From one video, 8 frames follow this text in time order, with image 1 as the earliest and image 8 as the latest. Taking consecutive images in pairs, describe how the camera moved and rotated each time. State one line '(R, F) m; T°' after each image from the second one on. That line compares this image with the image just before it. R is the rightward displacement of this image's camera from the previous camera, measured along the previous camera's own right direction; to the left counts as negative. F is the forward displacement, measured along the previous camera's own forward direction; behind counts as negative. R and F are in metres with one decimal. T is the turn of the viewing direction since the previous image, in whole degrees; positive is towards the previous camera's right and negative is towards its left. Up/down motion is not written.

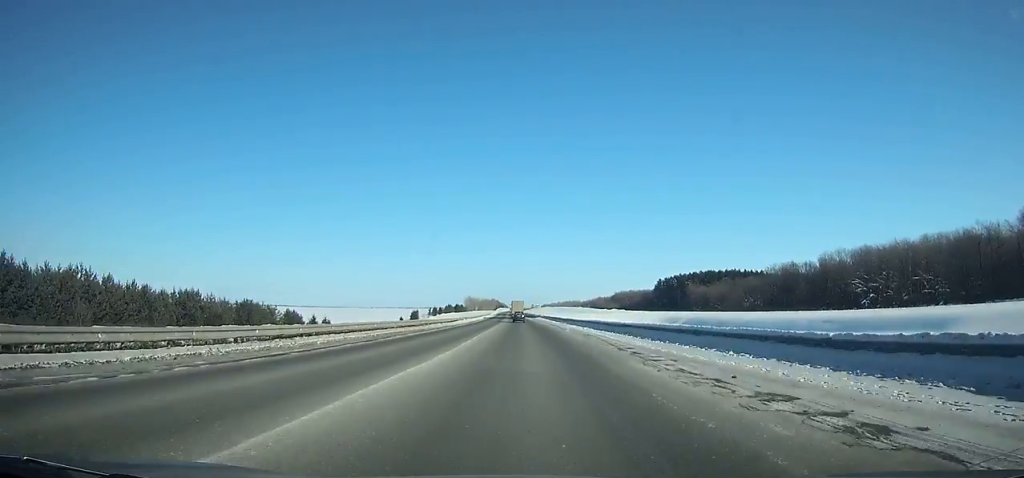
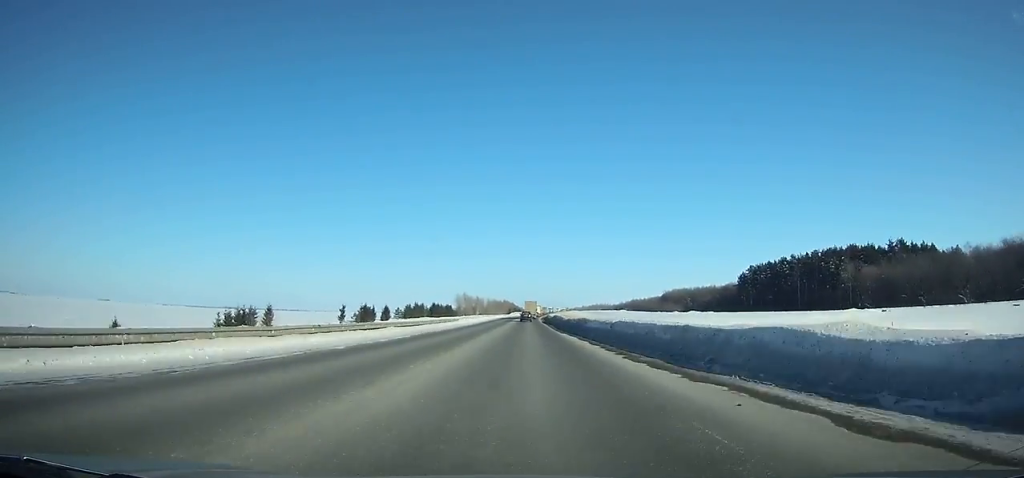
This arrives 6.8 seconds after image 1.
(-2.6, +162.2) m; -1°
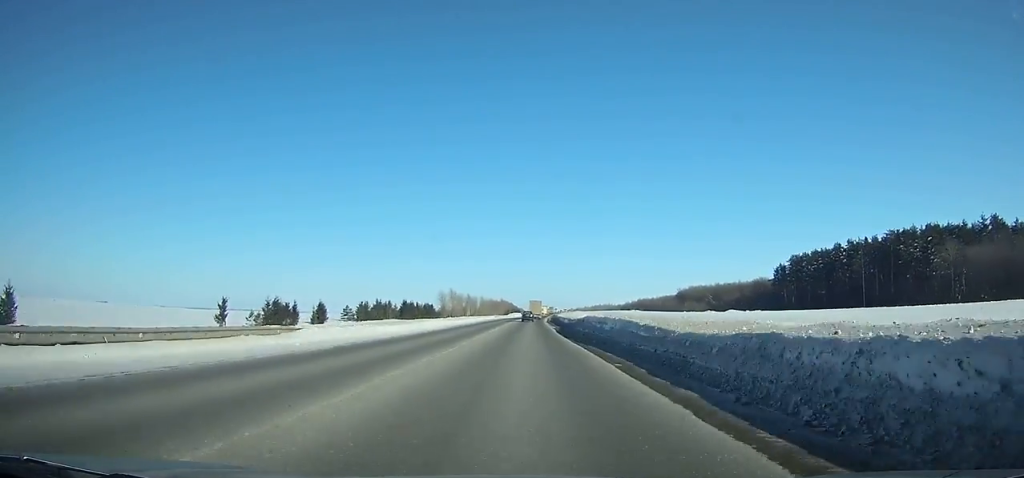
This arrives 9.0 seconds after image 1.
(-0.3, +50.9) m; 0°
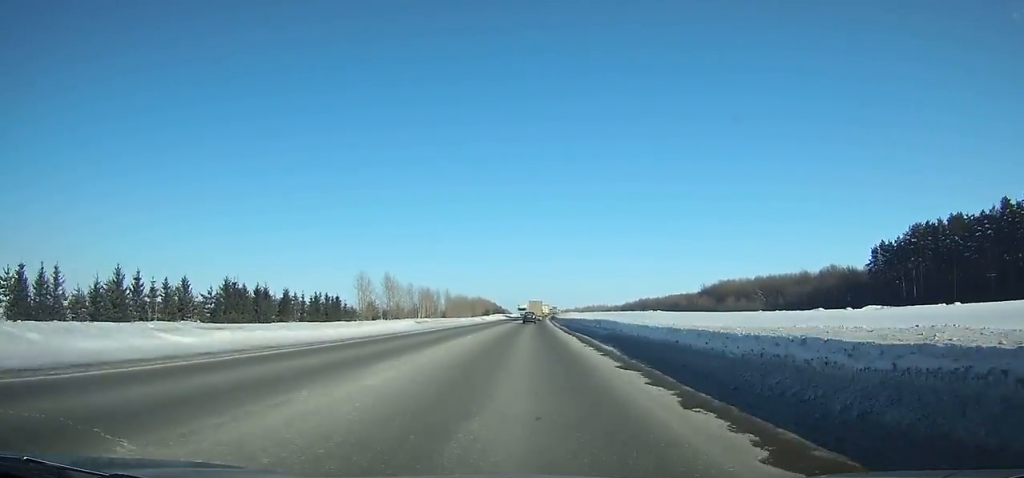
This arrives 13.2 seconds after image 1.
(+0.9, +92.6) m; +1°
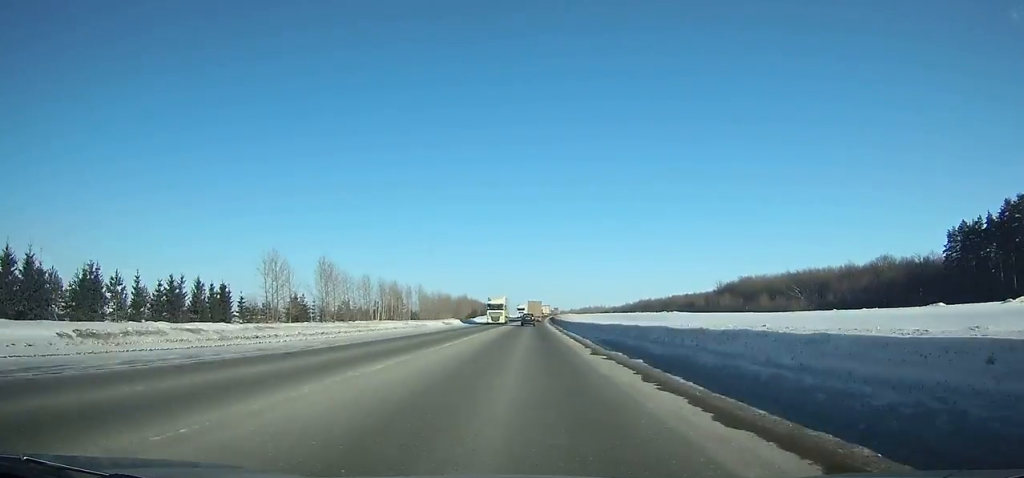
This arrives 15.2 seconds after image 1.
(+0.2, +43.1) m; 0°
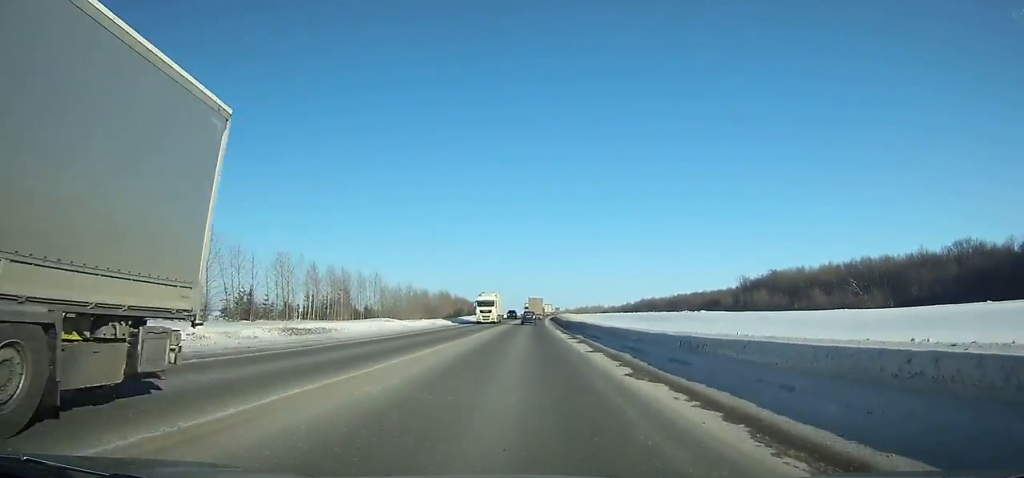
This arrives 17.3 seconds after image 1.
(+0.2, +46.4) m; 0°
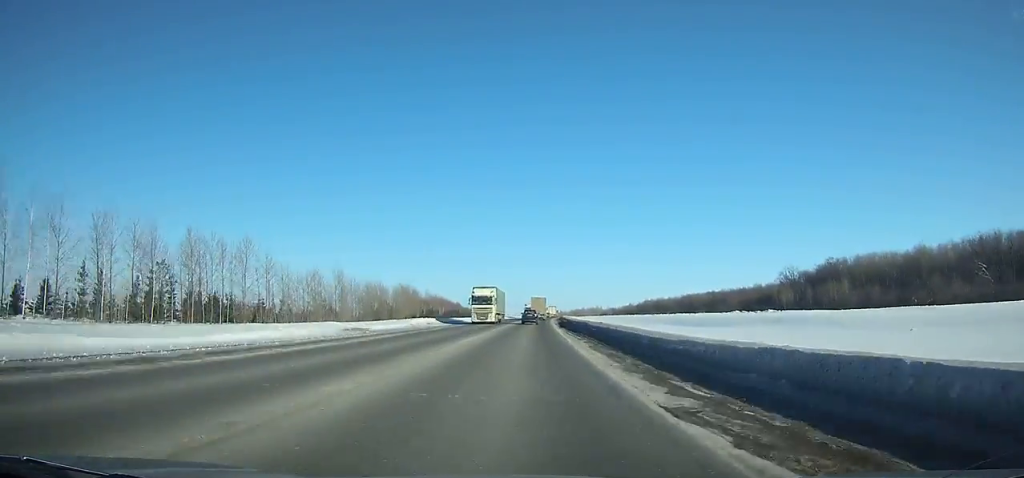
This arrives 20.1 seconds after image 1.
(+0.4, +60.2) m; +1°
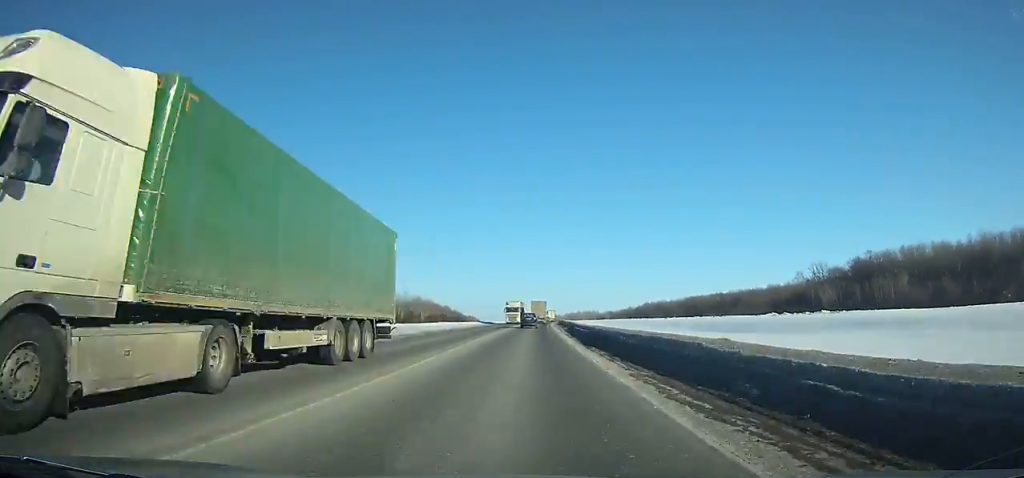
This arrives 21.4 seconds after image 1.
(0.0, +27.4) m; +1°
